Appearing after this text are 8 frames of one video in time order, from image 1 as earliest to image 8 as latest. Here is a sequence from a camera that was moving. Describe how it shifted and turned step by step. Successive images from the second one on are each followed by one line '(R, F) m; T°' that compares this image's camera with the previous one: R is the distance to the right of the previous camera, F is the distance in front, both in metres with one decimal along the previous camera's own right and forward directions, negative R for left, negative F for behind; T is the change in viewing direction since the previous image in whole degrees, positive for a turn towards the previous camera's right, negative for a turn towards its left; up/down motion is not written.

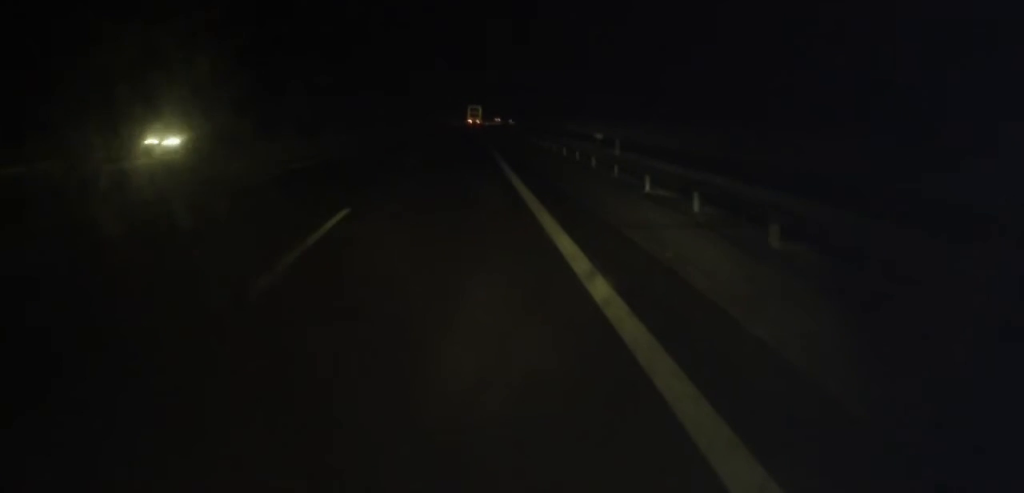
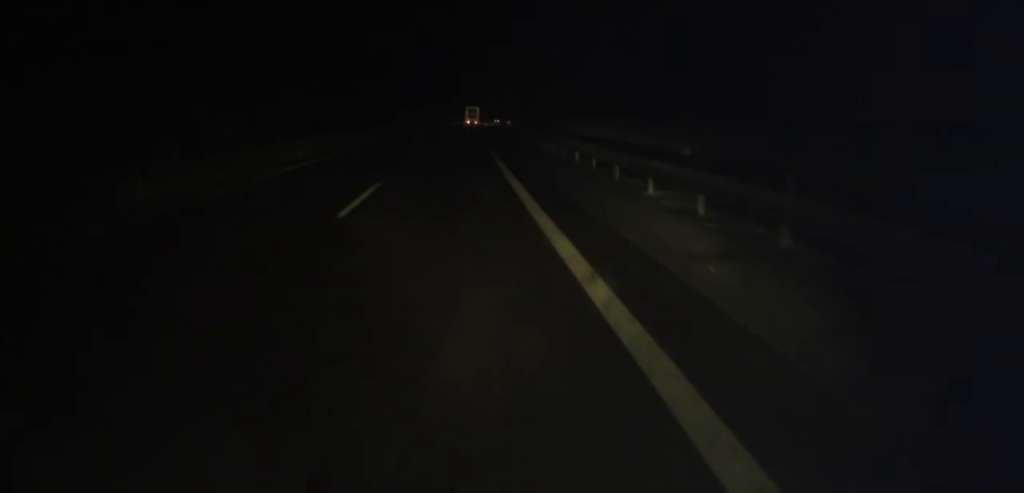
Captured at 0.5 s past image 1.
(0.0, +12.0) m; +1°
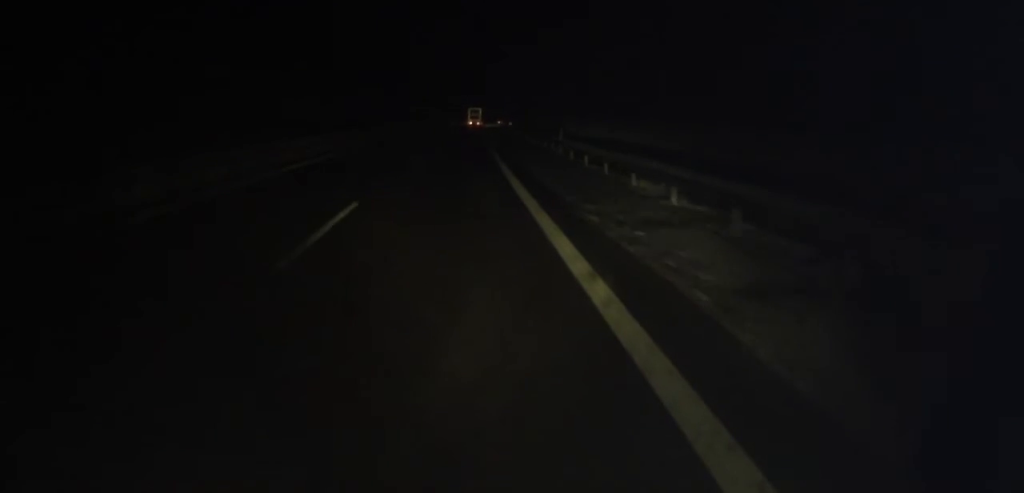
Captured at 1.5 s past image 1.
(+0.4, +21.3) m; +1°
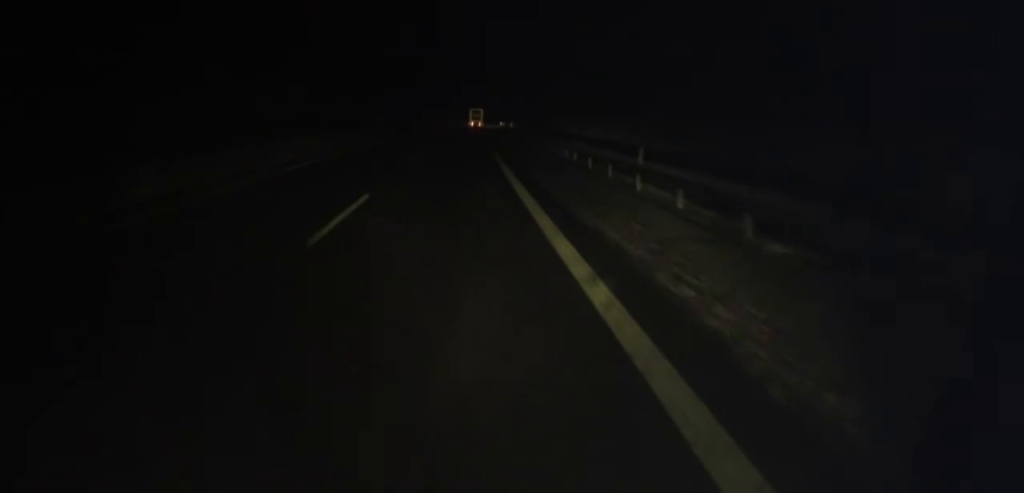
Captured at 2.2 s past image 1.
(+0.1, +16.1) m; 0°
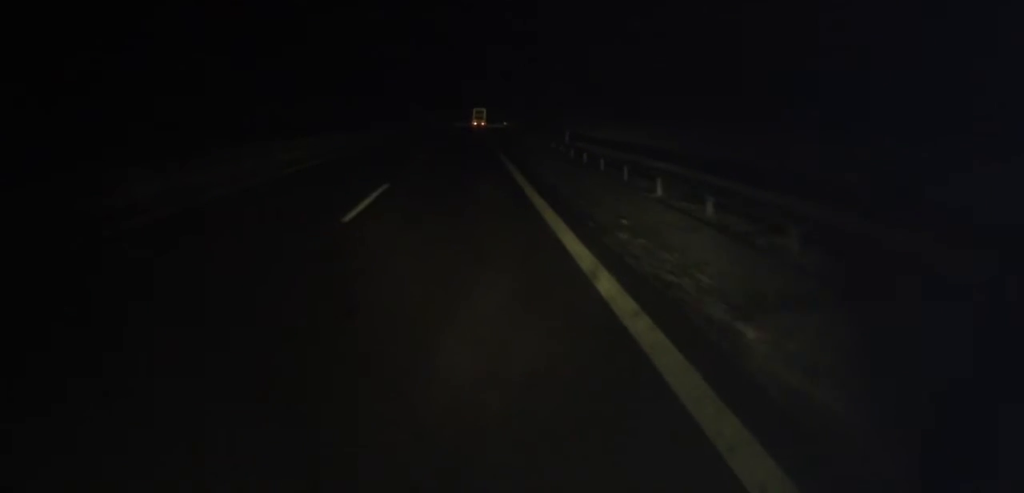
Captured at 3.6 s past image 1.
(-0.1, +33.1) m; 0°
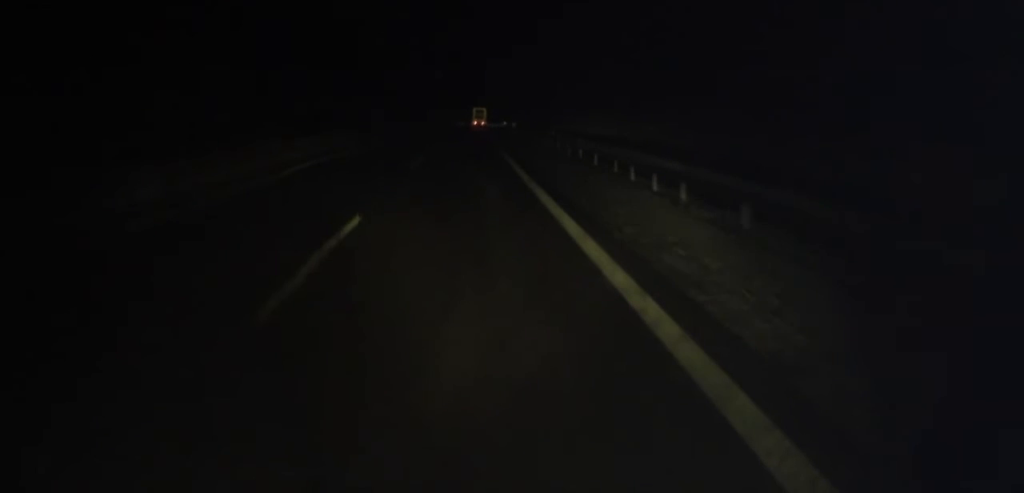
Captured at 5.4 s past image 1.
(+0.9, +41.0) m; +2°
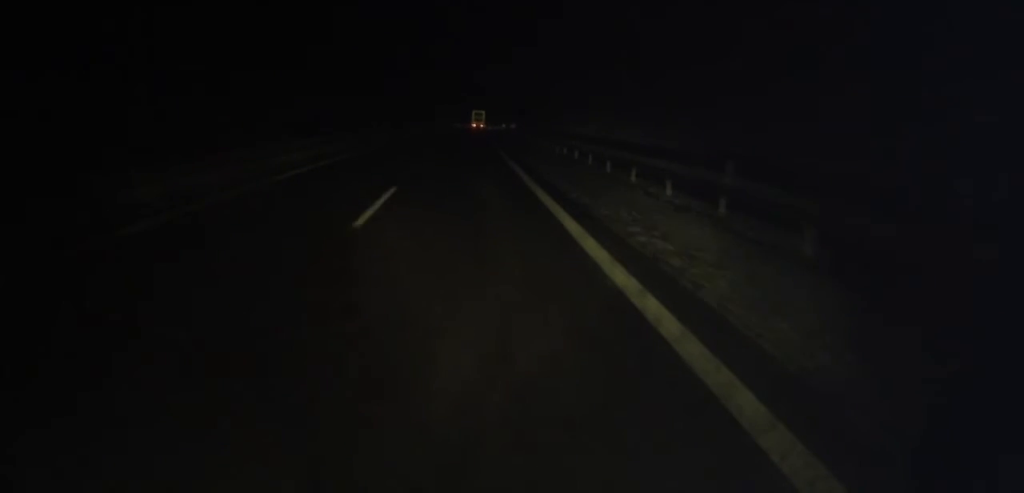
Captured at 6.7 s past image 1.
(-0.1, +30.5) m; 0°
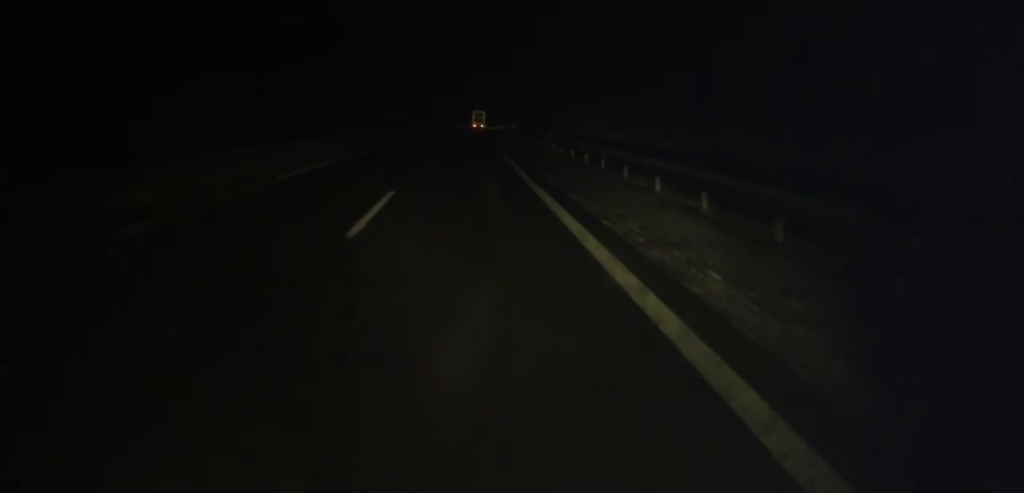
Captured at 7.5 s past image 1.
(+0.1, +18.9) m; 0°
